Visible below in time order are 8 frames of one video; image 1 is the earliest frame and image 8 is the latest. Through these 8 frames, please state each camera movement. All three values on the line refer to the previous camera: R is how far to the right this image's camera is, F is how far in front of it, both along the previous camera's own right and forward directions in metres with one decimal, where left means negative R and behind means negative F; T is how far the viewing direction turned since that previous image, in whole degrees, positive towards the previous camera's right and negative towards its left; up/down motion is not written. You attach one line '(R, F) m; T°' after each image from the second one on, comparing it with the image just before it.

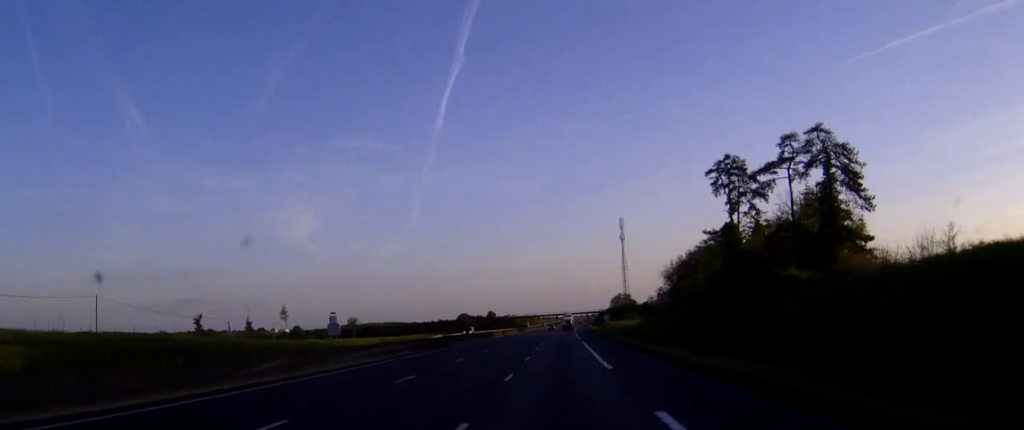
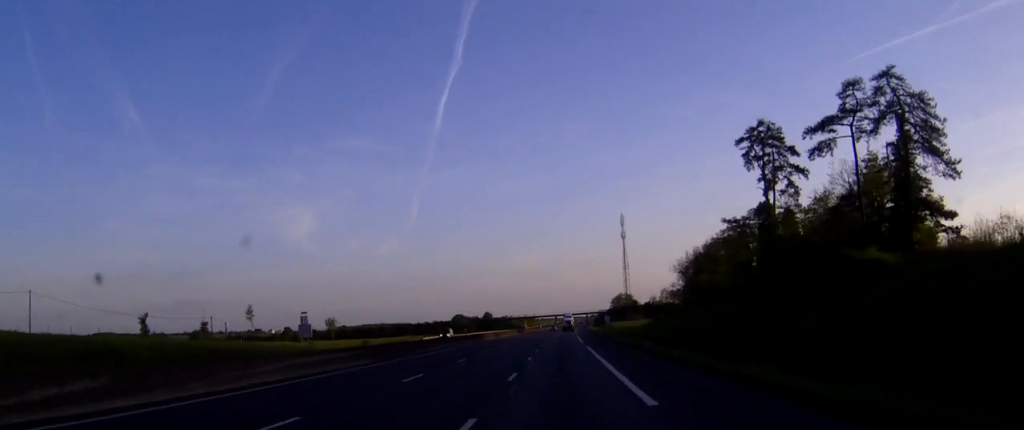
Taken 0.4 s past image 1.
(0.0, +12.4) m; 0°
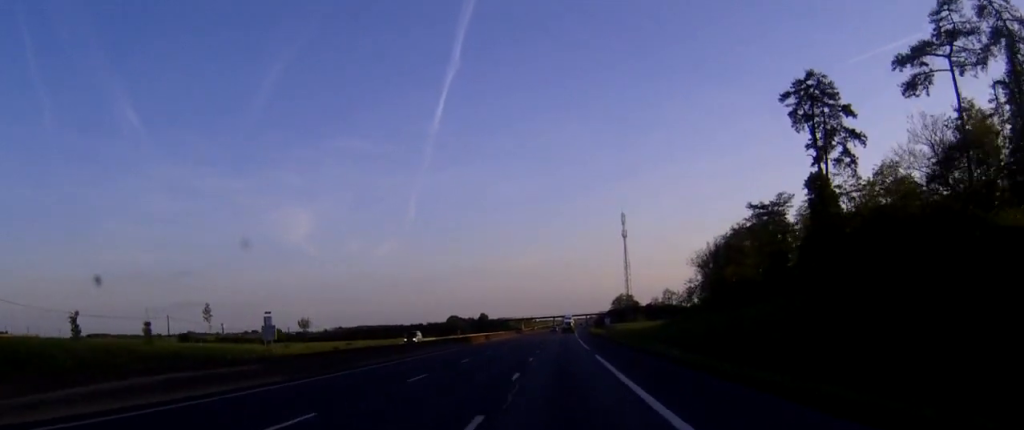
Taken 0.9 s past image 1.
(0.0, +12.5) m; 0°
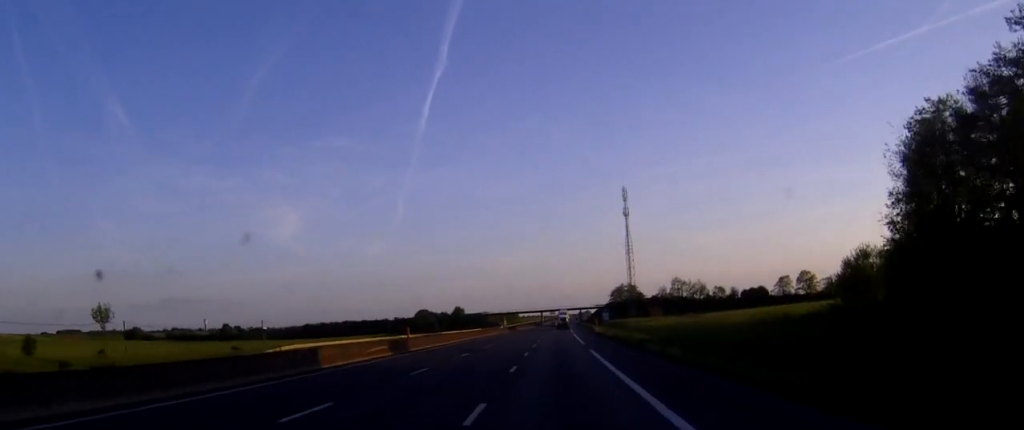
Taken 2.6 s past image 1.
(+0.3, +50.8) m; +1°
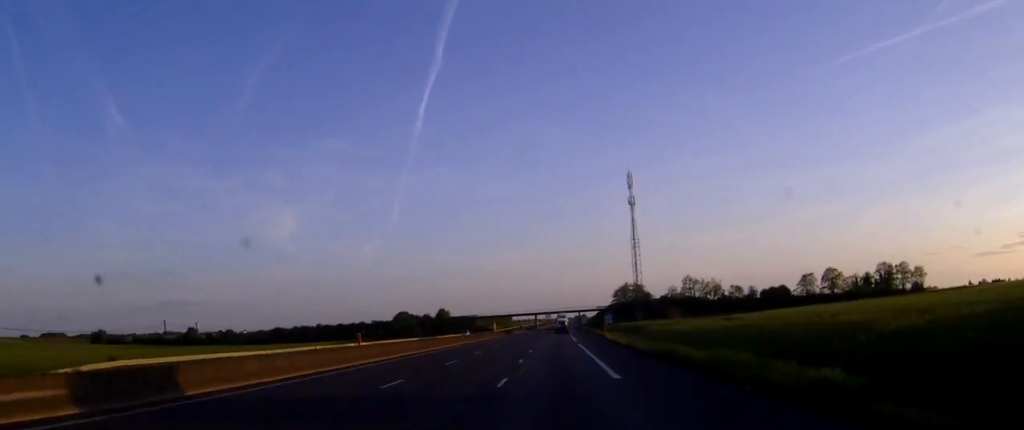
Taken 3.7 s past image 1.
(+0.1, +30.7) m; 0°
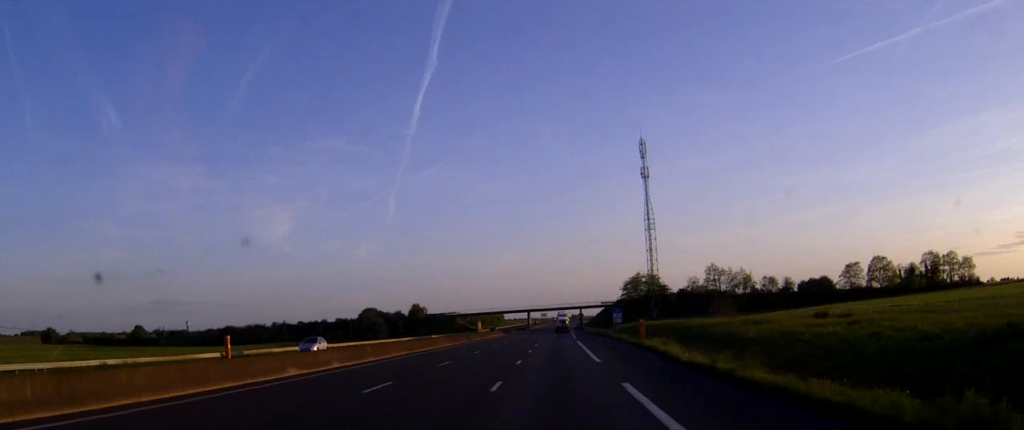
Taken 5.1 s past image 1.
(+0.2, +41.3) m; 0°
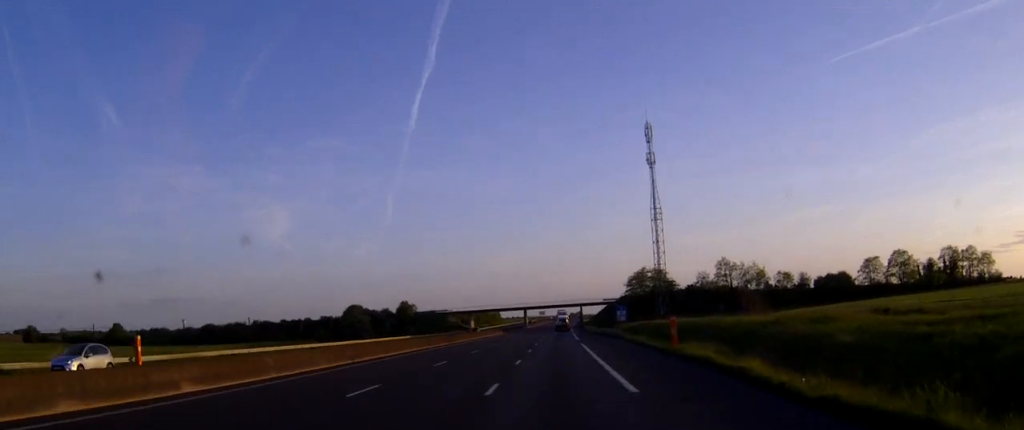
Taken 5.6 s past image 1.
(0.0, +14.4) m; 0°
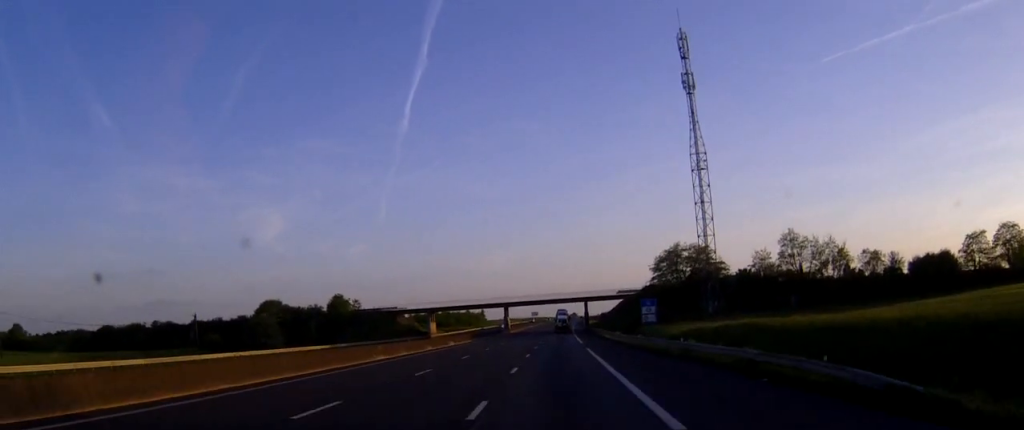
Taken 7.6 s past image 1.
(+0.3, +56.6) m; +1°
